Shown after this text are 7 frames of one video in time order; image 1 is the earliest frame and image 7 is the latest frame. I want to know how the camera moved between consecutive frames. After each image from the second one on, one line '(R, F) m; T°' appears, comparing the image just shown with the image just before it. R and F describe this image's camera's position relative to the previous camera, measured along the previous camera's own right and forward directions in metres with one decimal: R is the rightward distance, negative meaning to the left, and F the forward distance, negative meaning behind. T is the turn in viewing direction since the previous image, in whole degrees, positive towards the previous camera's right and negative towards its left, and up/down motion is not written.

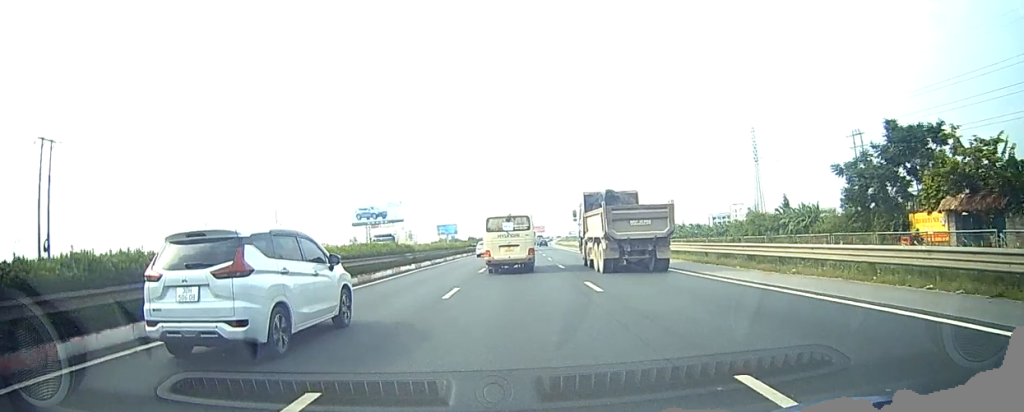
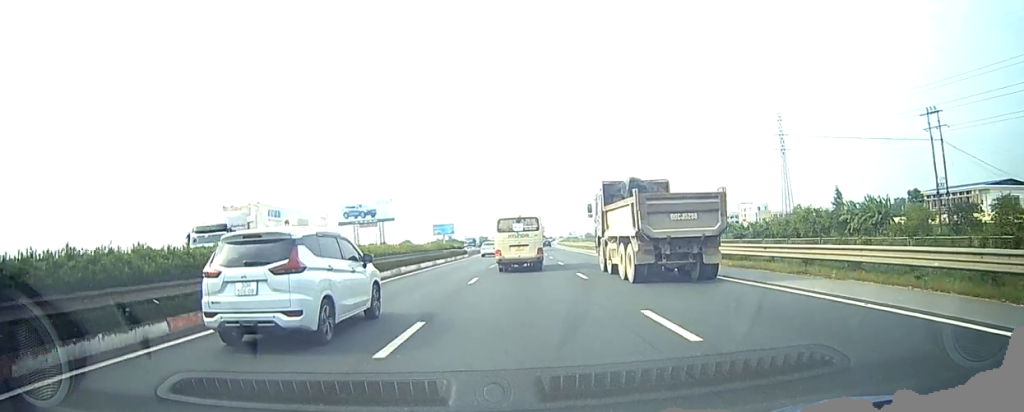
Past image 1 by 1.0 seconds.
(-0.3, +16.5) m; -2°
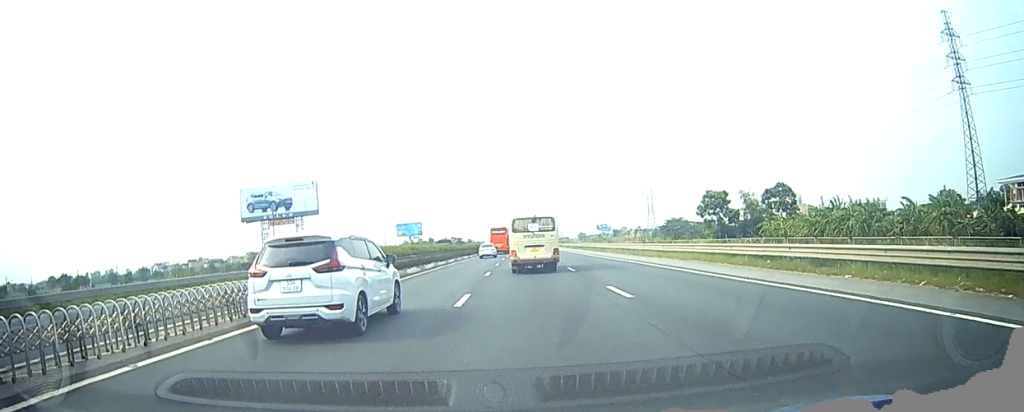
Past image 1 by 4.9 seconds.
(+1.3, +69.6) m; 0°
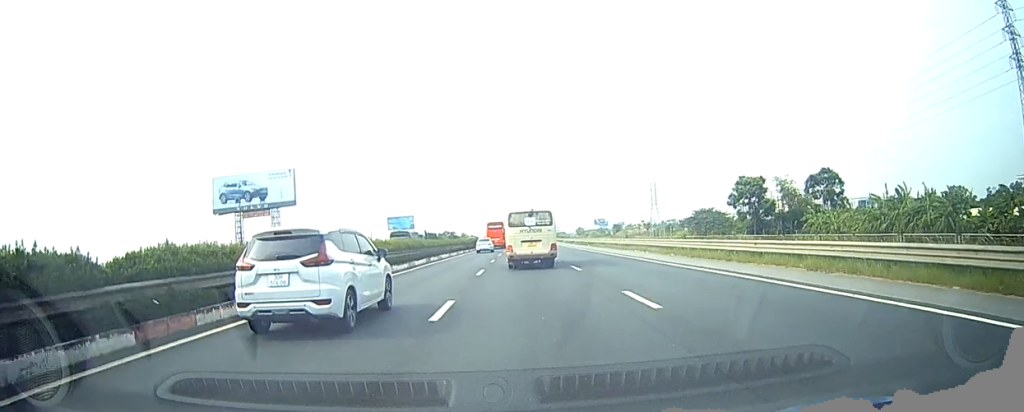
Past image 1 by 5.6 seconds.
(-0.1, +15.3) m; 0°
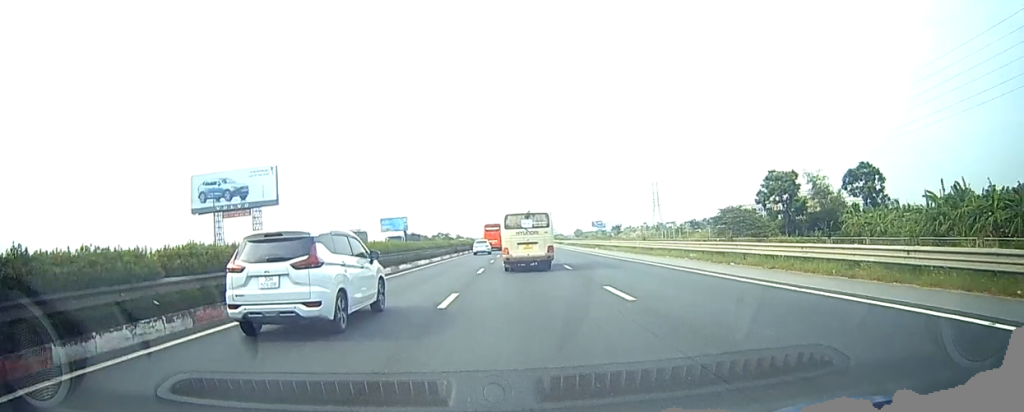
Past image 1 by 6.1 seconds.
(-0.1, +10.3) m; +1°
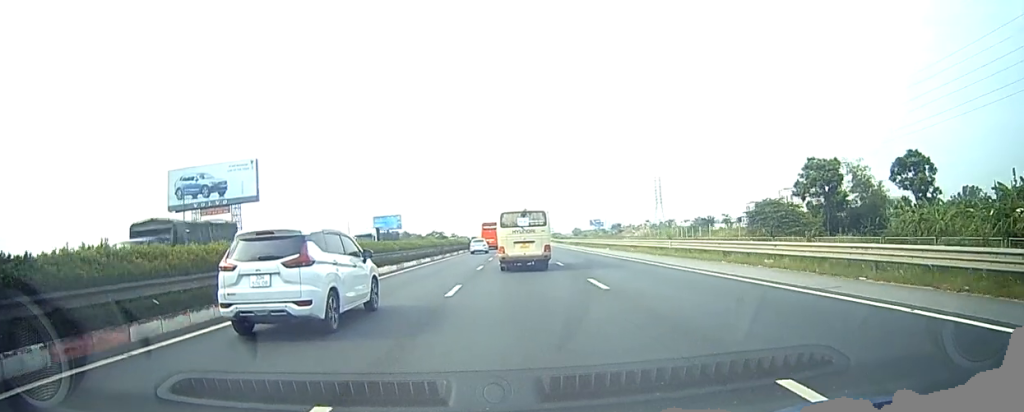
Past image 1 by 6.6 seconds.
(+0.1, +10.2) m; +1°
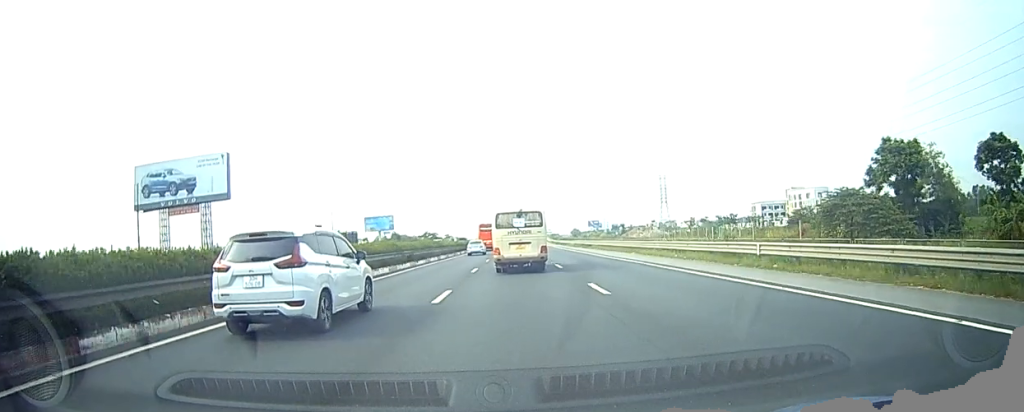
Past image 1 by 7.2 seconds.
(+0.3, +13.4) m; +1°
